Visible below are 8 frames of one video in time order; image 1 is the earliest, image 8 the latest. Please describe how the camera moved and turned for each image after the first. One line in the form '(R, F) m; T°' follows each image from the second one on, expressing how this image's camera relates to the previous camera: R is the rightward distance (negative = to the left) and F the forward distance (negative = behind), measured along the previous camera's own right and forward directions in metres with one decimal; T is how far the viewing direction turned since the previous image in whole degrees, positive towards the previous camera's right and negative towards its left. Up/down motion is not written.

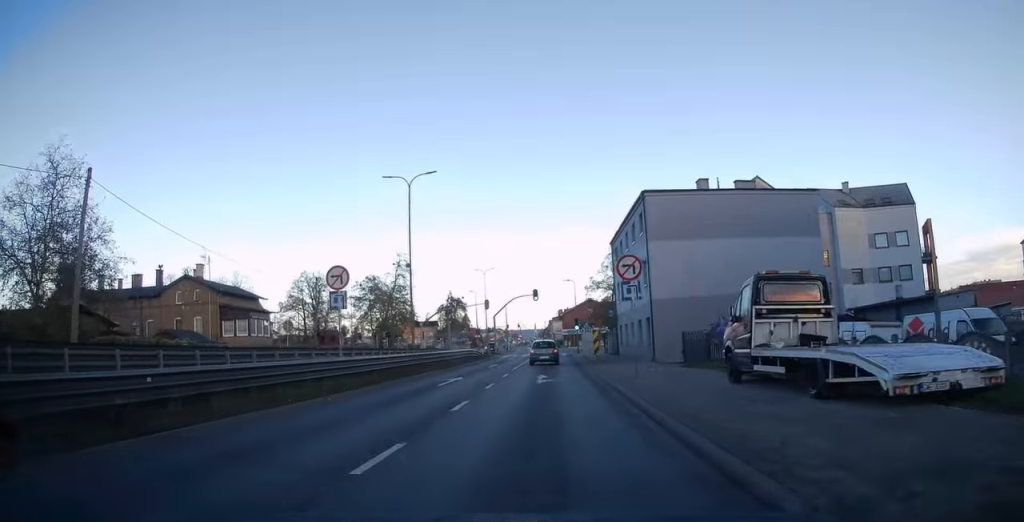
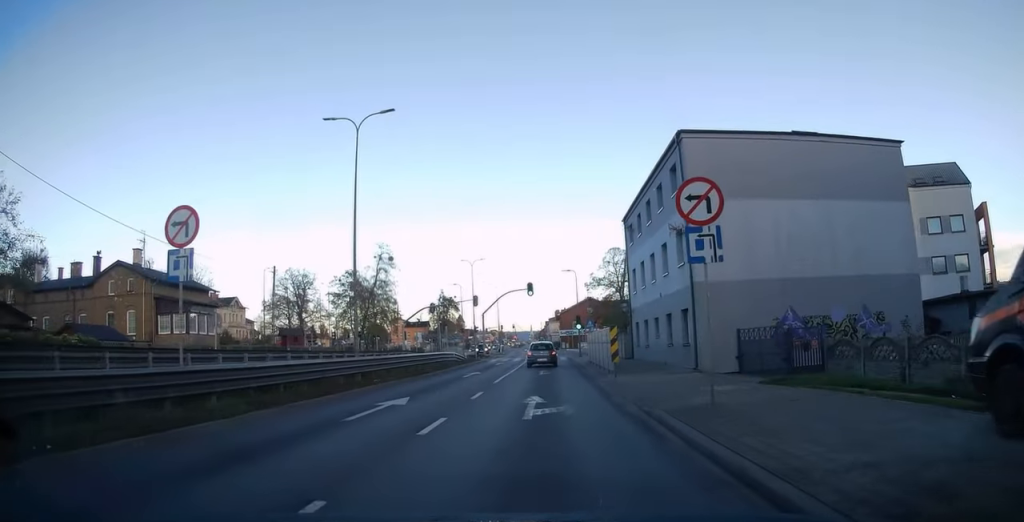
(0.0, +9.1) m; +1°
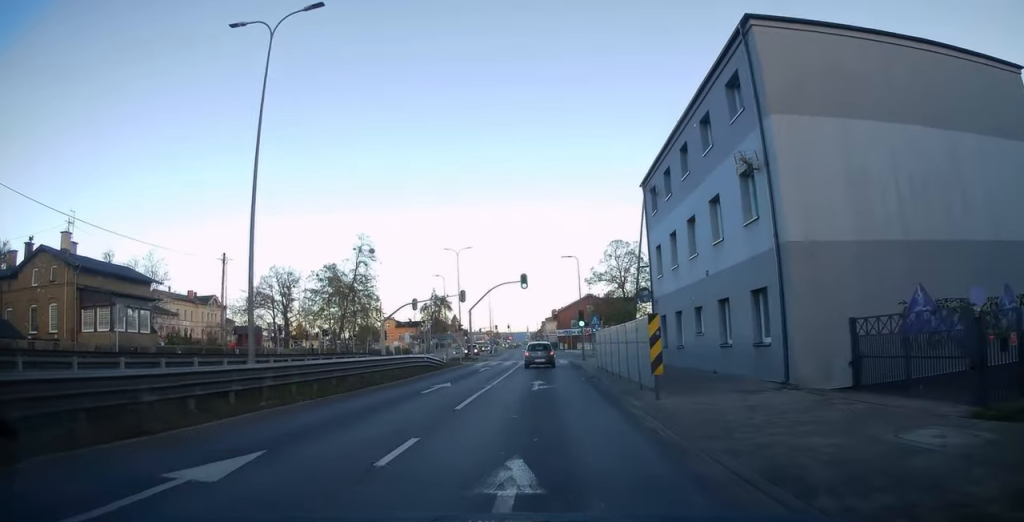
(+0.1, +8.3) m; 0°
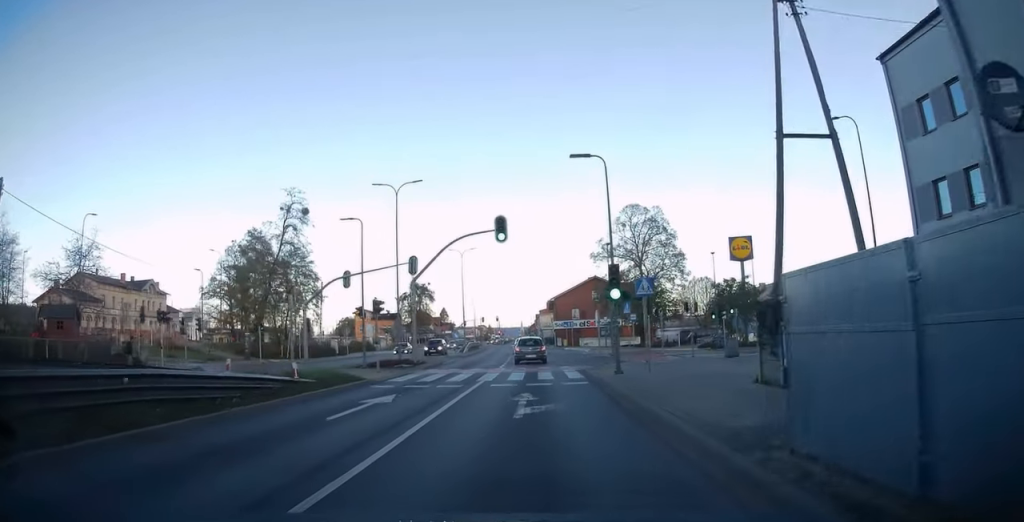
(+0.1, +22.2) m; 0°
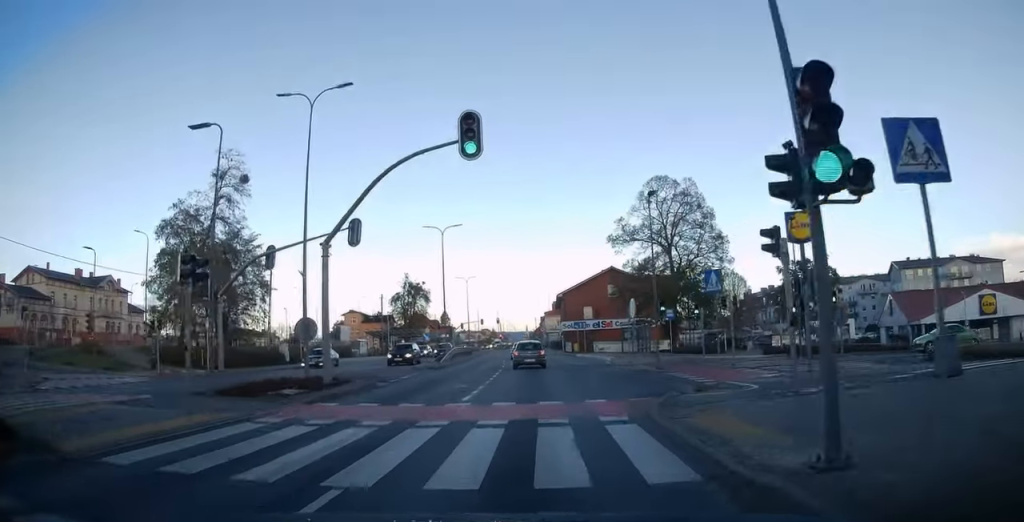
(-0.1, +14.4) m; 0°
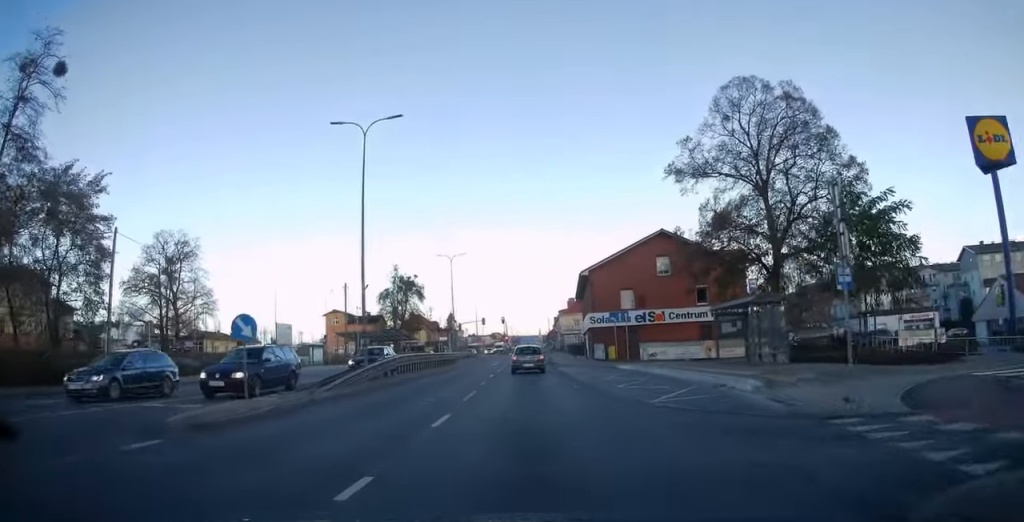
(+0.2, +23.6) m; -1°
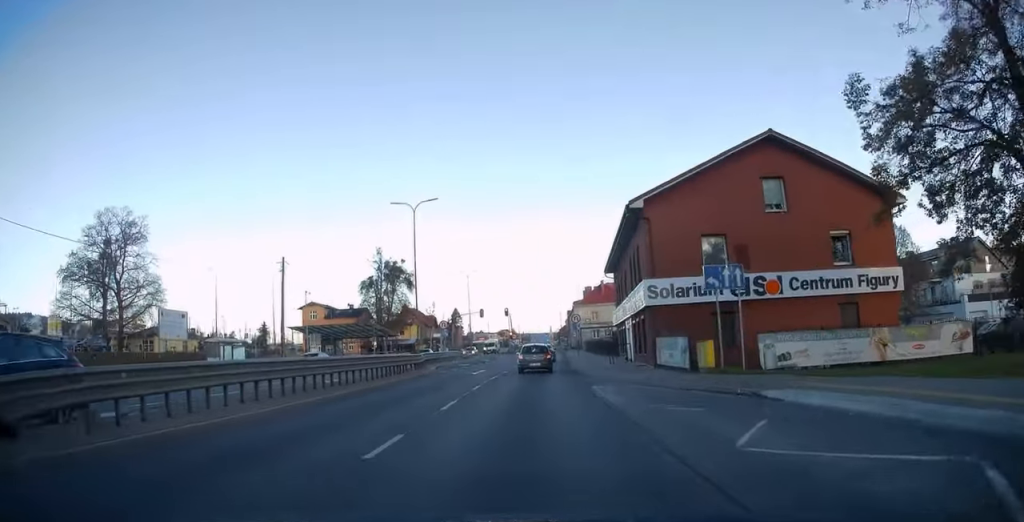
(-0.5, +21.0) m; -1°
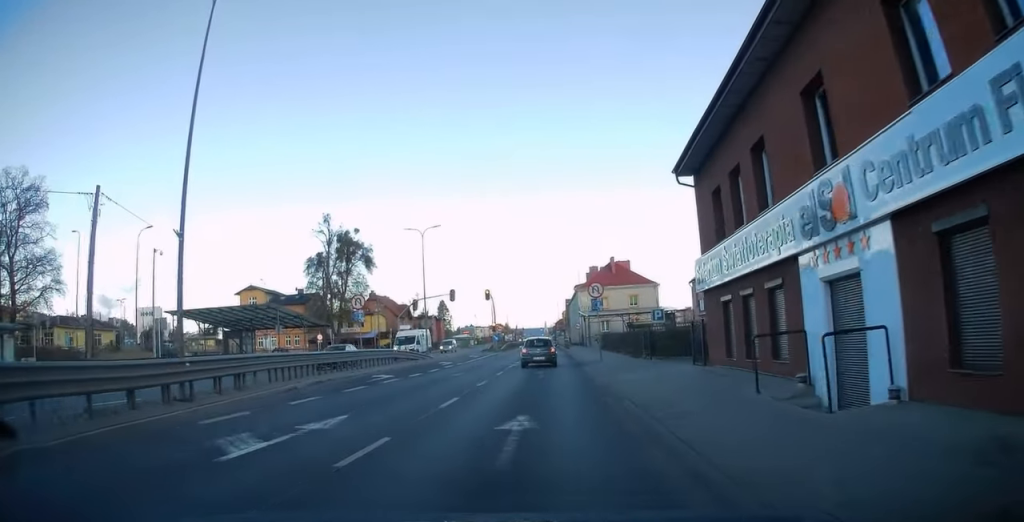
(0.0, +25.1) m; 0°
